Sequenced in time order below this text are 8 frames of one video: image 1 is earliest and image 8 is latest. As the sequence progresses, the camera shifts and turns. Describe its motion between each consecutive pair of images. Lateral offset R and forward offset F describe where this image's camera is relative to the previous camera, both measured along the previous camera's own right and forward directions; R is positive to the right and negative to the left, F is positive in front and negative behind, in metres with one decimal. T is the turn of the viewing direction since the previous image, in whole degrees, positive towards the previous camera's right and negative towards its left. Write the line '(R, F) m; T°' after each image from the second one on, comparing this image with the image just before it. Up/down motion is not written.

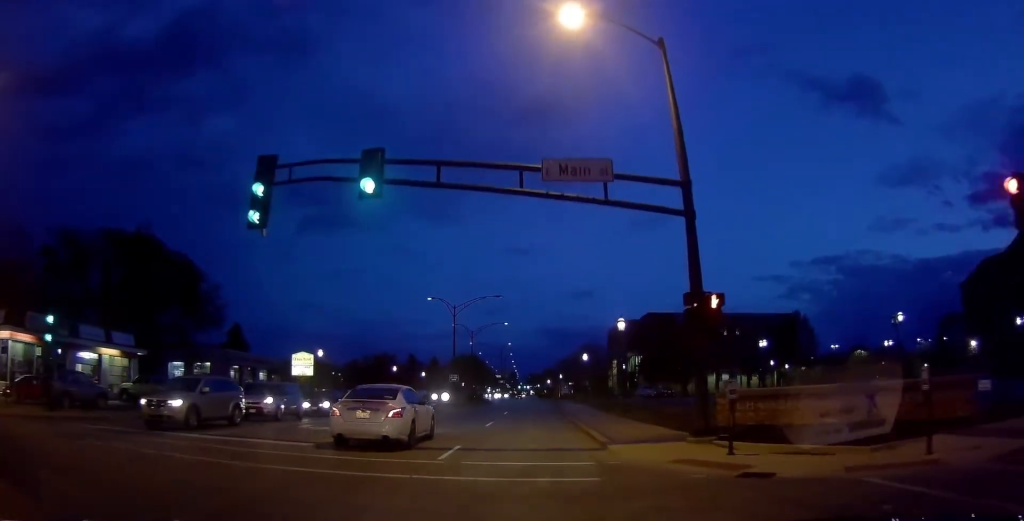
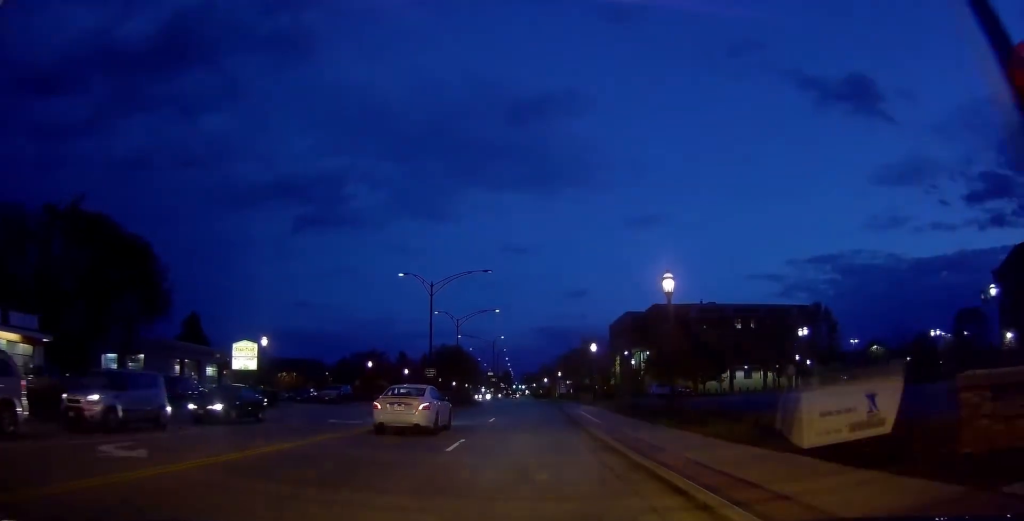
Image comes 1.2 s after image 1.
(0.0, +10.7) m; 0°
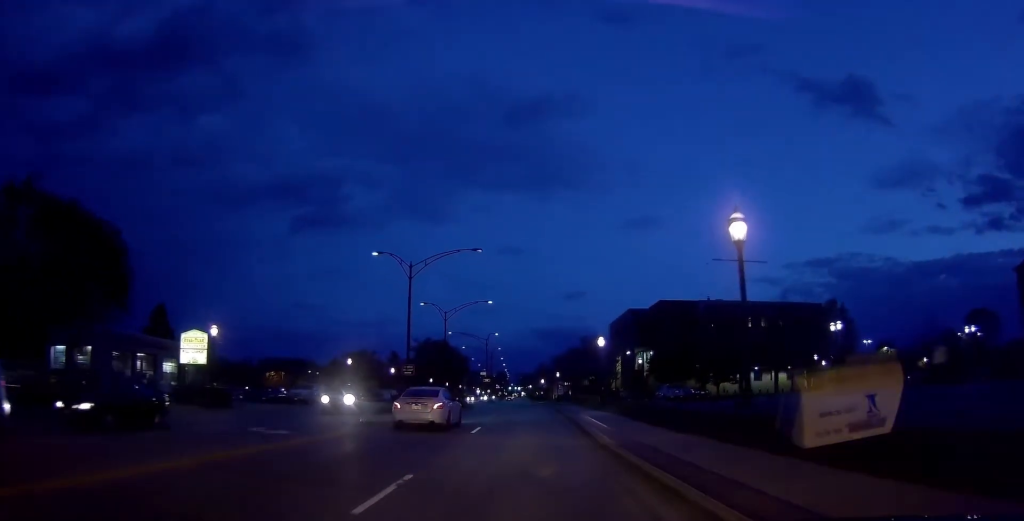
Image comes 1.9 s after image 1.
(0.0, +7.2) m; 0°
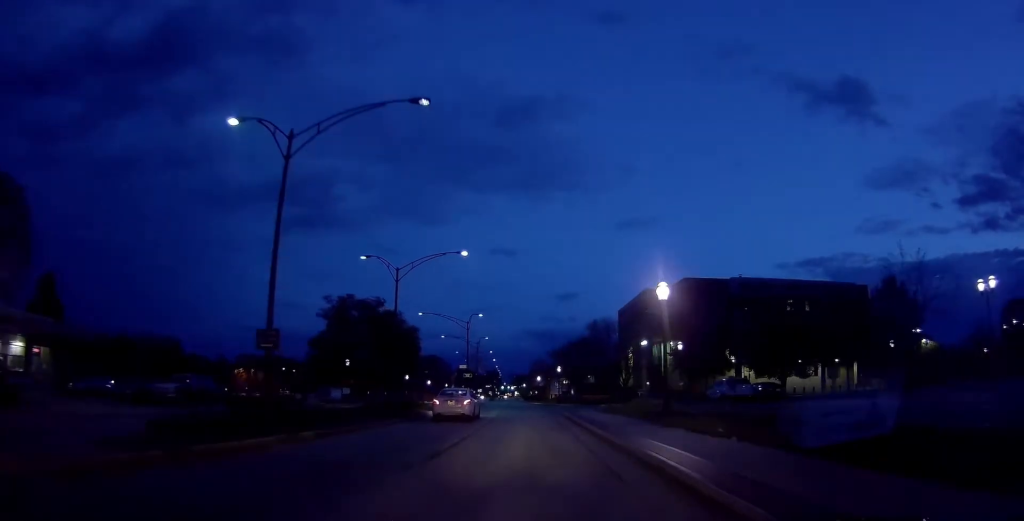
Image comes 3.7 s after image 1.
(0.0, +19.1) m; 0°
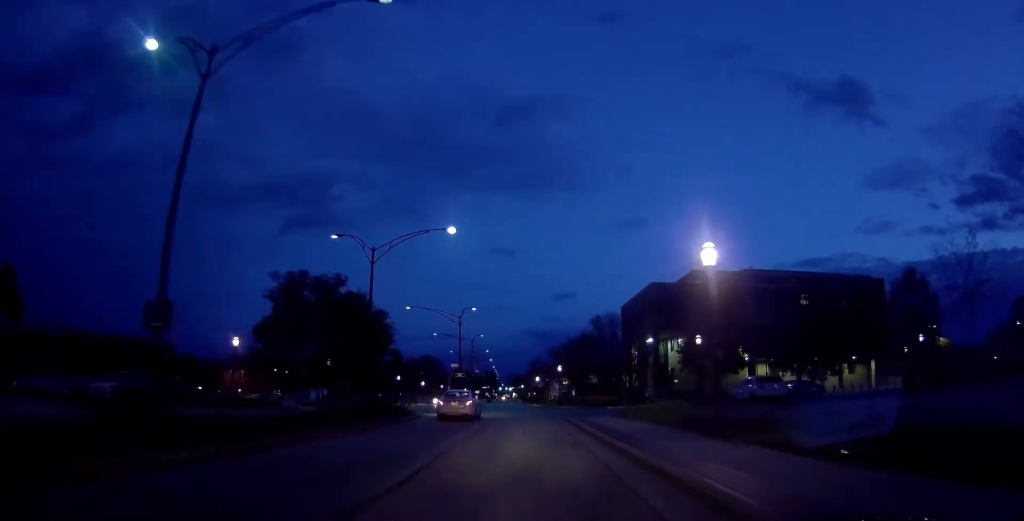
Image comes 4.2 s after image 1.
(0.0, +5.7) m; 0°
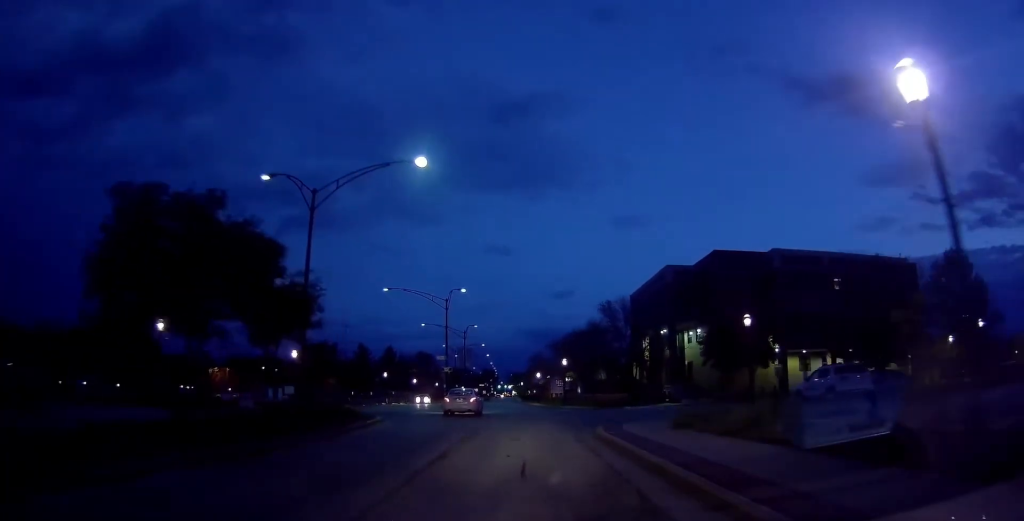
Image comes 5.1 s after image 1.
(0.0, +9.5) m; +1°
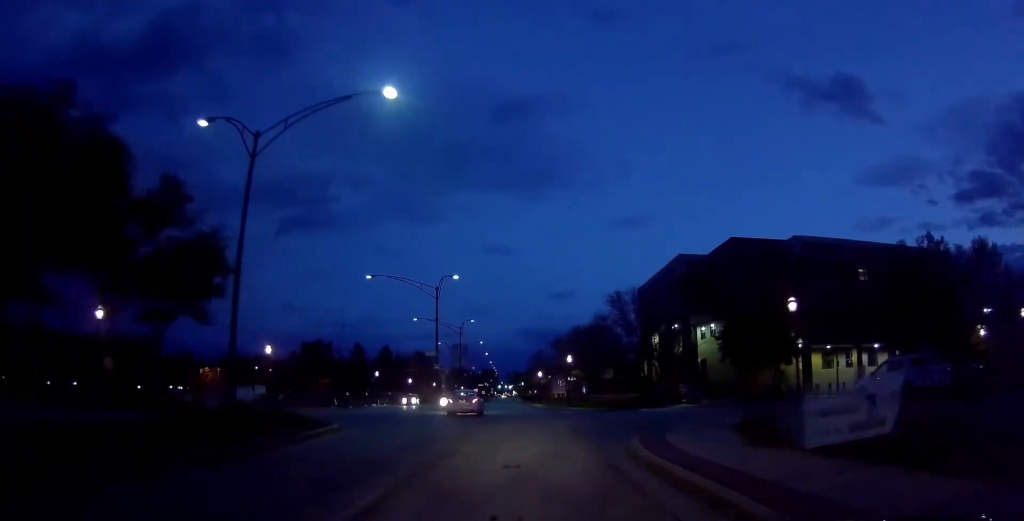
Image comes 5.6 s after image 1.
(-0.1, +5.8) m; +1°
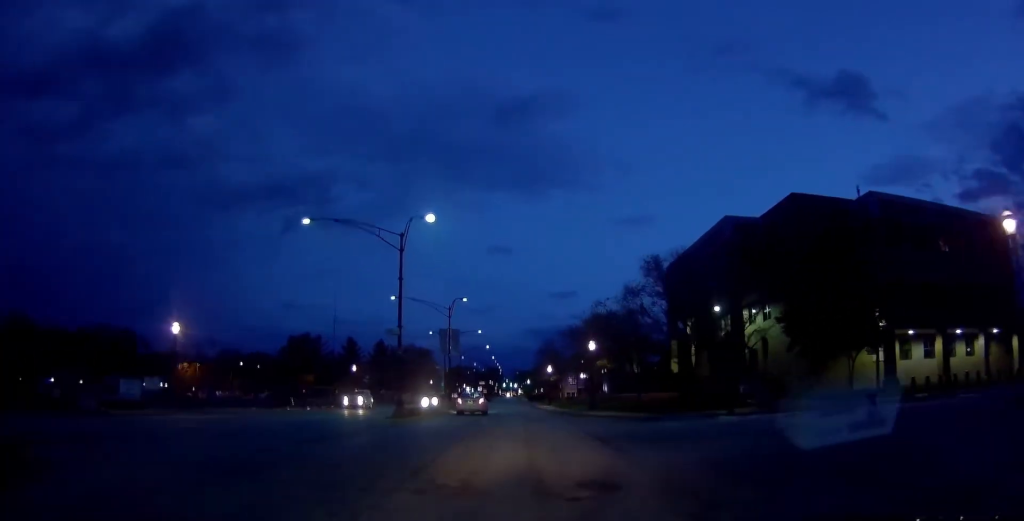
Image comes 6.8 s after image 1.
(+0.3, +14.6) m; +1°
